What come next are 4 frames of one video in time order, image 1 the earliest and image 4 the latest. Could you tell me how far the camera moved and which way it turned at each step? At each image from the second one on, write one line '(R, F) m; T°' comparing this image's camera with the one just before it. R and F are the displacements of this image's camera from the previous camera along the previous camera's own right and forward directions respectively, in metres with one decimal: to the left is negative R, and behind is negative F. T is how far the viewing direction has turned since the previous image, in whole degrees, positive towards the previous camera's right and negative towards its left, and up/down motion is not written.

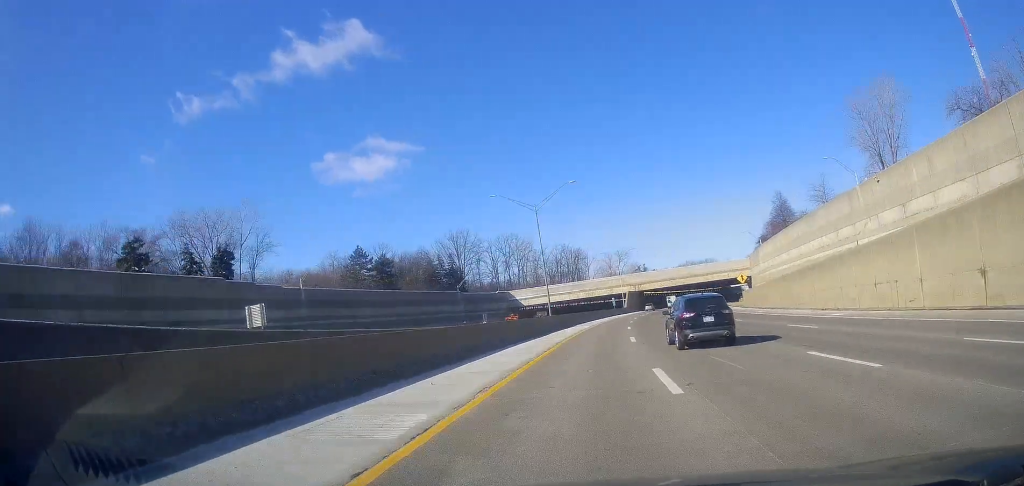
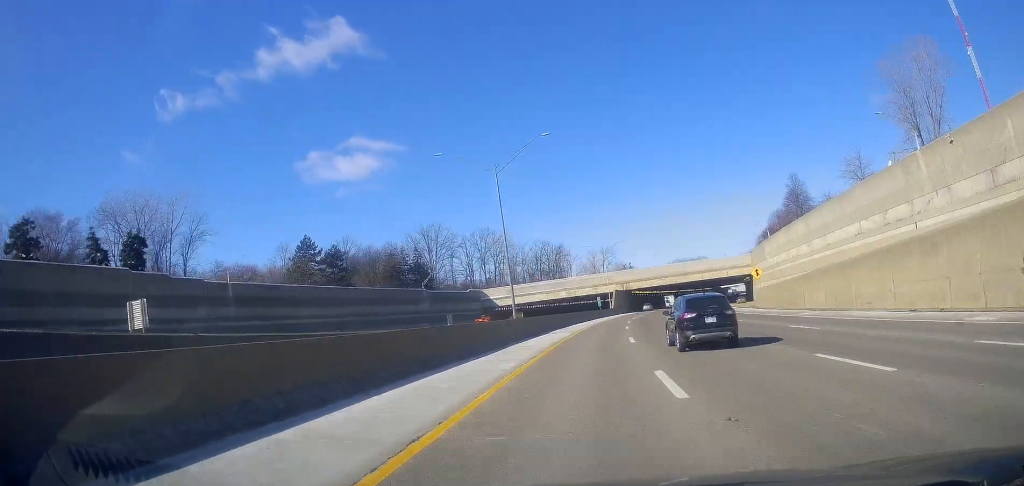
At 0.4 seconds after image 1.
(+0.6, +15.8) m; +2°
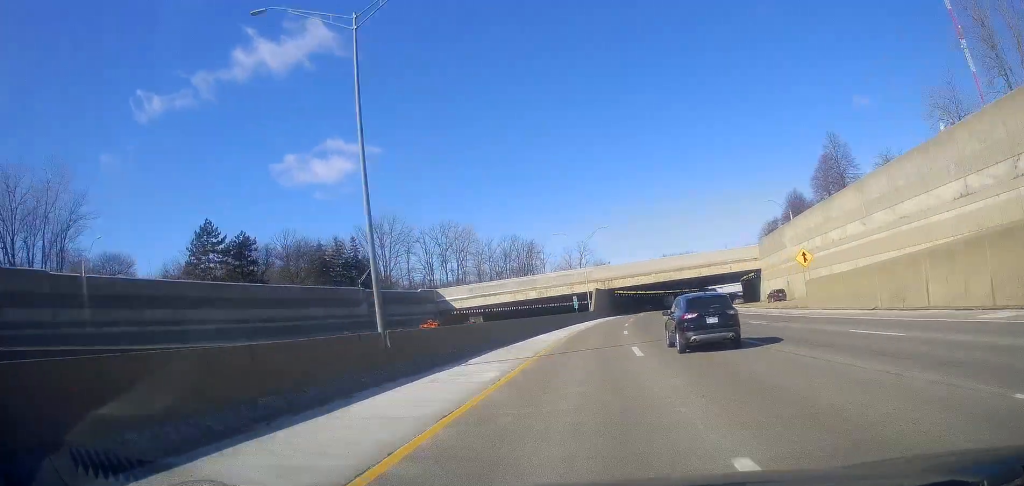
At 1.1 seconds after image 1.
(+0.3, +23.1) m; +3°
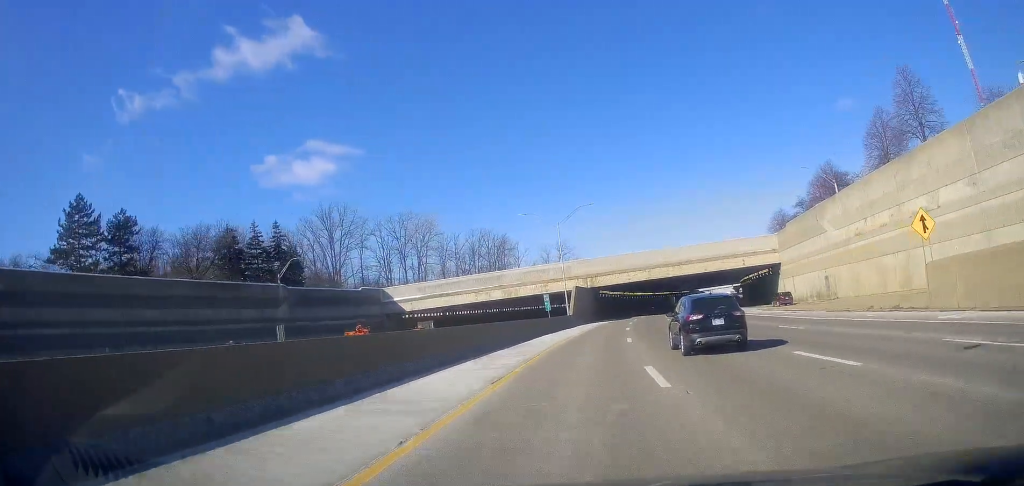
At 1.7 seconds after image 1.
(+0.7, +21.8) m; +3°
